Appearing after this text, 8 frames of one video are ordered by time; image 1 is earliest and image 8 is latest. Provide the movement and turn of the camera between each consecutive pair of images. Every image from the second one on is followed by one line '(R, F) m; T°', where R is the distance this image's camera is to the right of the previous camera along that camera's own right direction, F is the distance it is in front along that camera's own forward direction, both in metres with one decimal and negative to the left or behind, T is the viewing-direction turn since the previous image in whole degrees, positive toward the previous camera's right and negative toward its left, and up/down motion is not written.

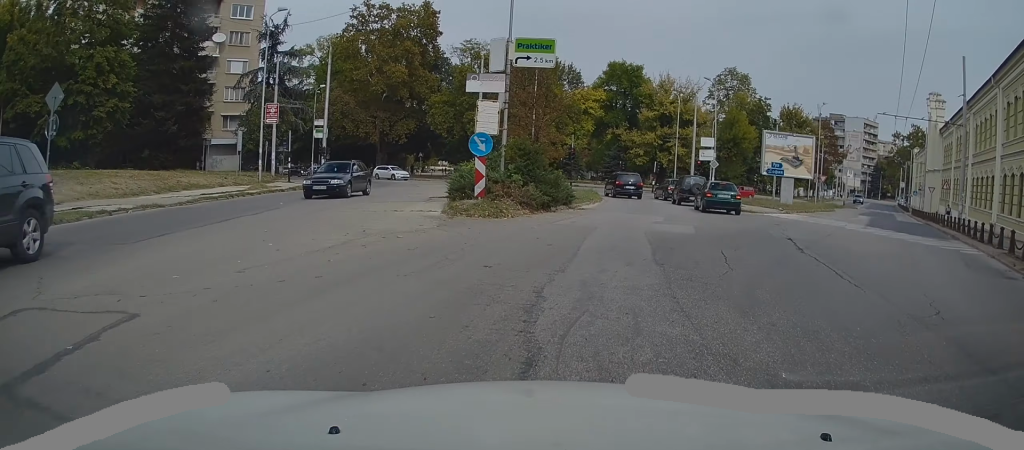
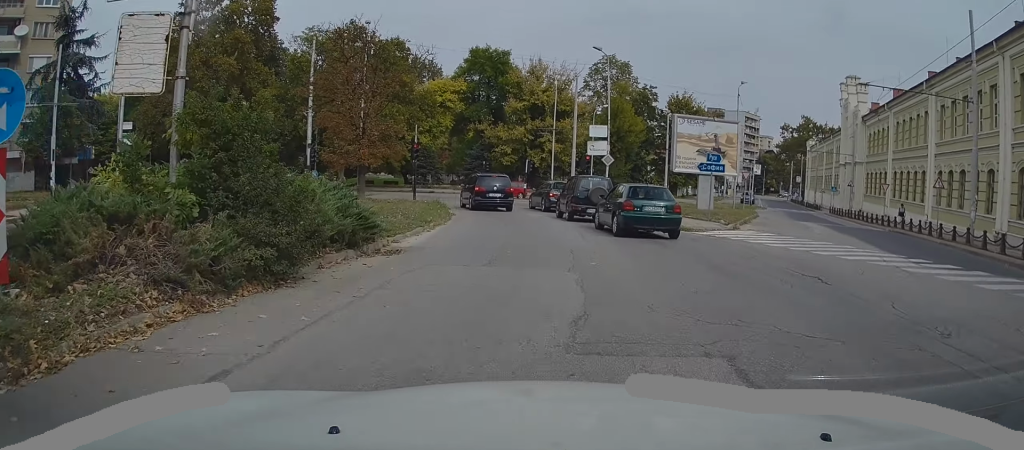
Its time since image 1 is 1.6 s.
(+2.3, +12.7) m; +13°
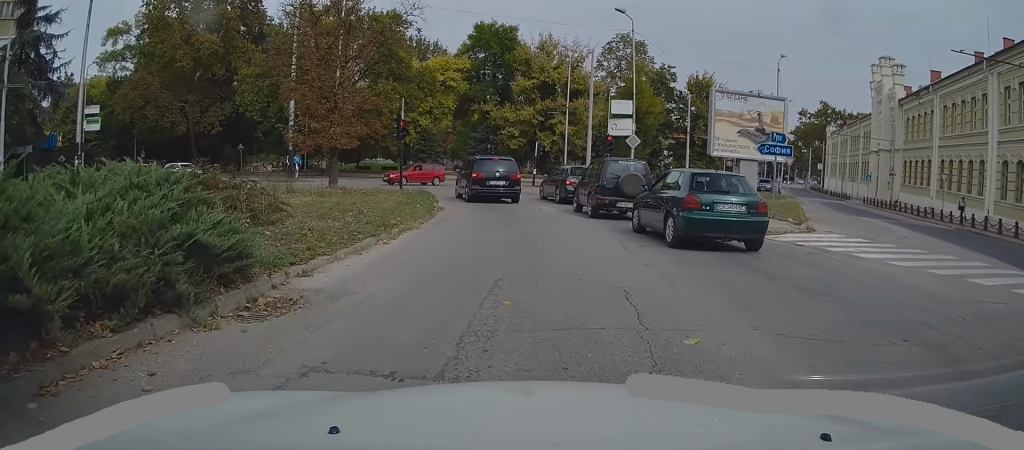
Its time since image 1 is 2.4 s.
(-0.1, +6.0) m; -2°
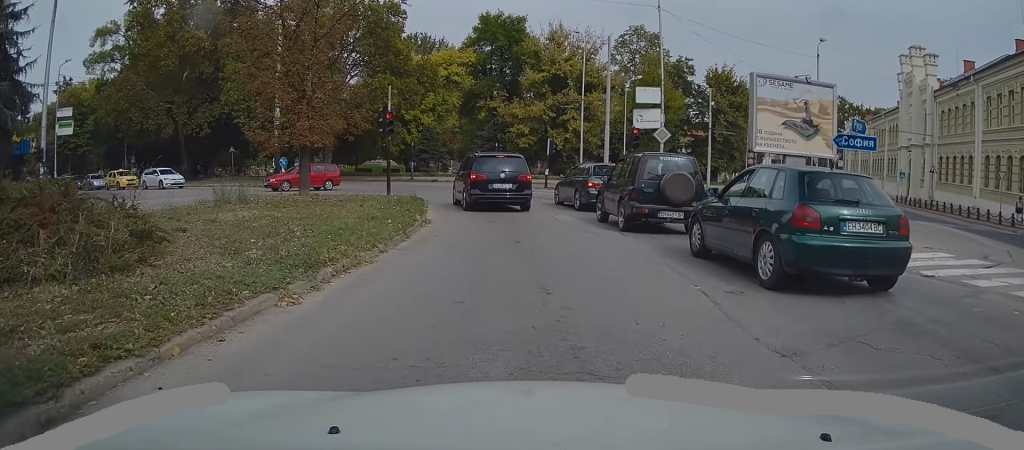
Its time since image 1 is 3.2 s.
(-0.1, +4.5) m; -2°
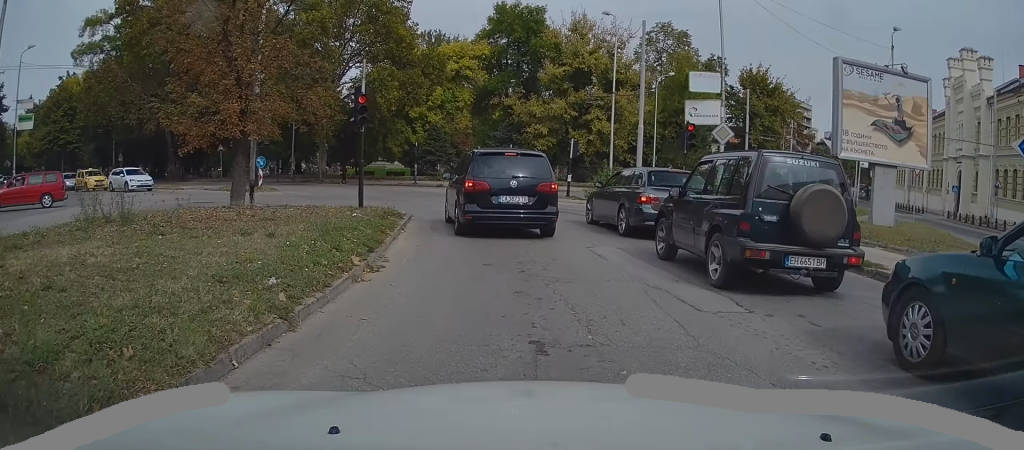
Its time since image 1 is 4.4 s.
(-0.2, +5.8) m; -4°
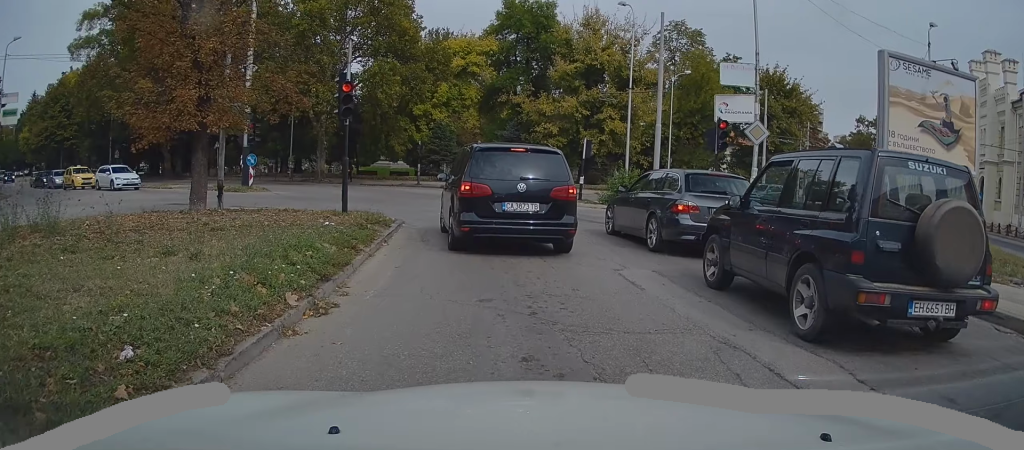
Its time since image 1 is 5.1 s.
(0.0, +2.1) m; -2°
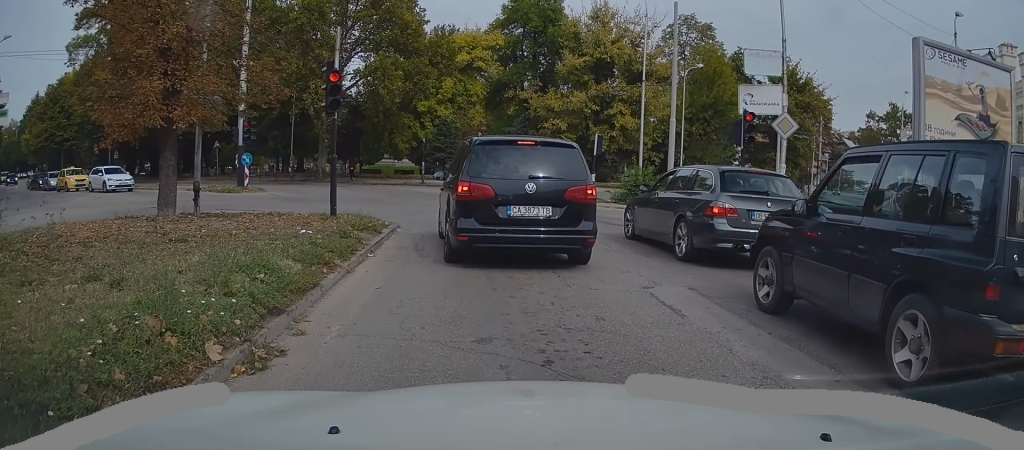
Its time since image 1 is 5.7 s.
(0.0, +1.4) m; -1°
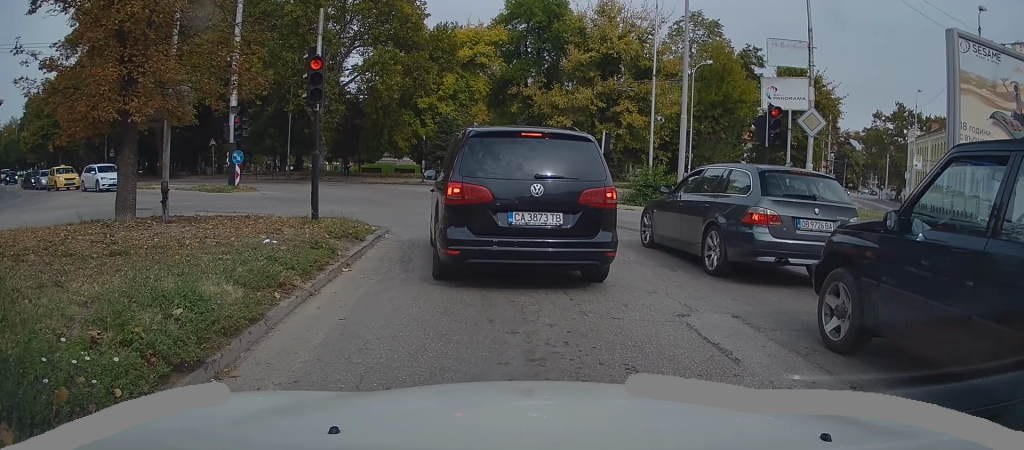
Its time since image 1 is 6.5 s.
(0.0, +1.0) m; 0°
